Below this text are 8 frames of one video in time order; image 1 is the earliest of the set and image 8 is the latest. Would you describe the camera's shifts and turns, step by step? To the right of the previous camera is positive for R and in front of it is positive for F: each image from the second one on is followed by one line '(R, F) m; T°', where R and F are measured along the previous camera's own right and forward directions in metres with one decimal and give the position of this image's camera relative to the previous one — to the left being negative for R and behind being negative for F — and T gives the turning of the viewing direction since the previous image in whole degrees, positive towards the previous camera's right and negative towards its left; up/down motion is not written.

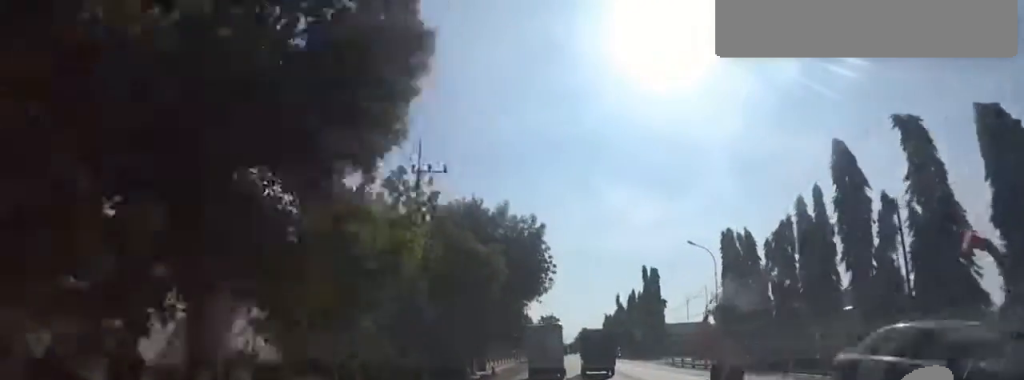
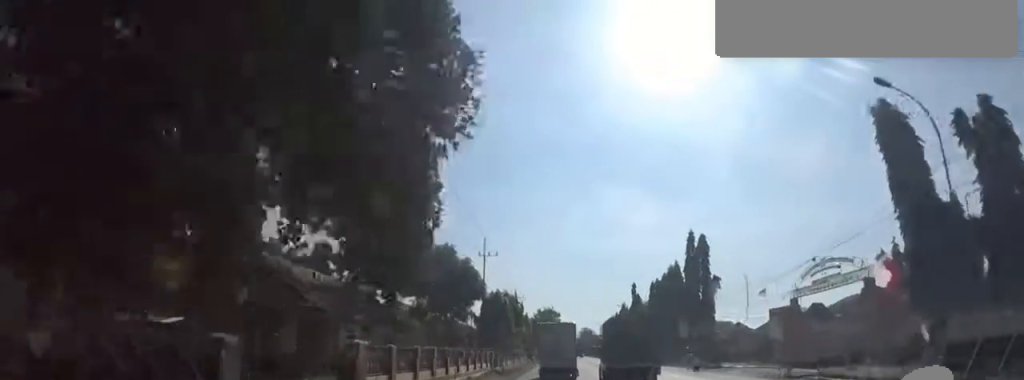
(0.0, +23.0) m; 0°
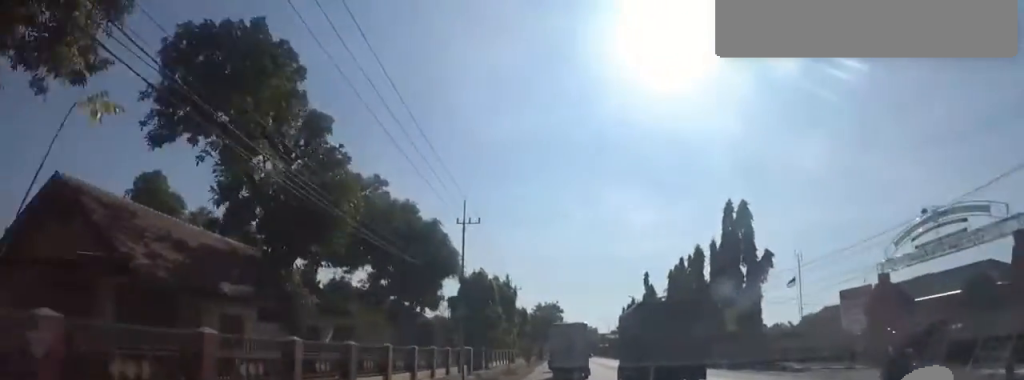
(0.0, +11.4) m; 0°
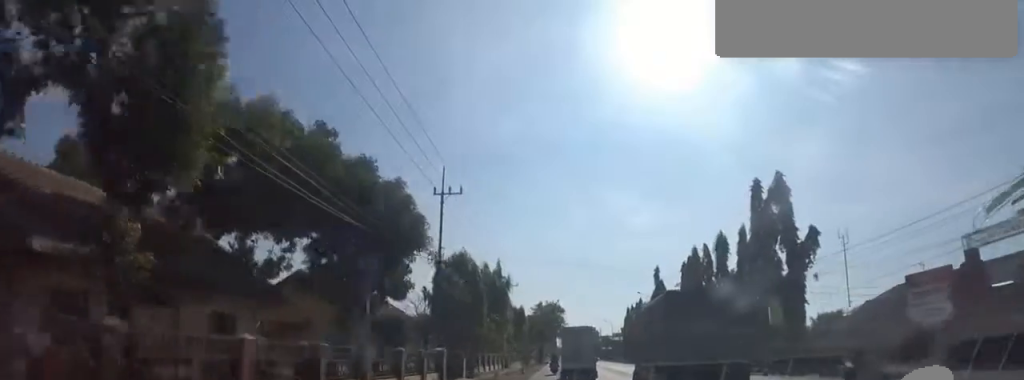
(0.0, +7.2) m; +1°
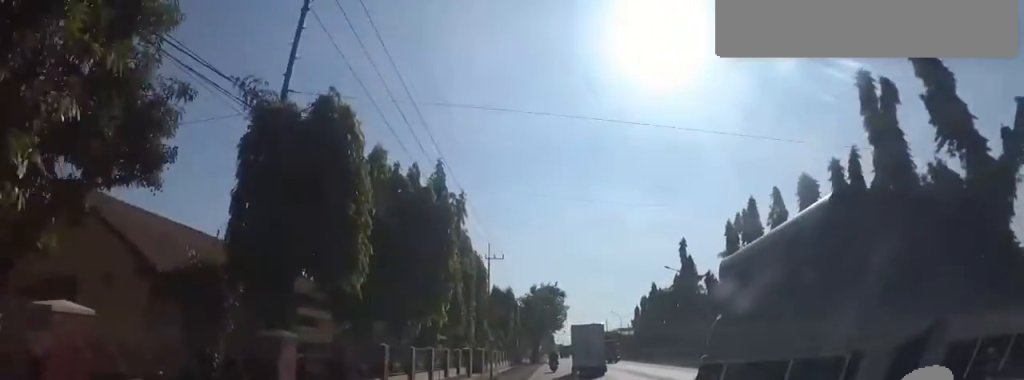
(+0.4, +17.4) m; +2°
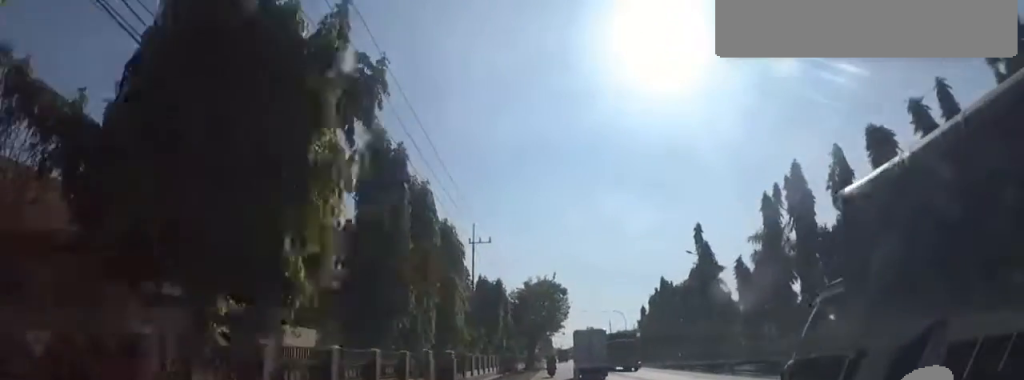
(+0.1, +8.7) m; +1°
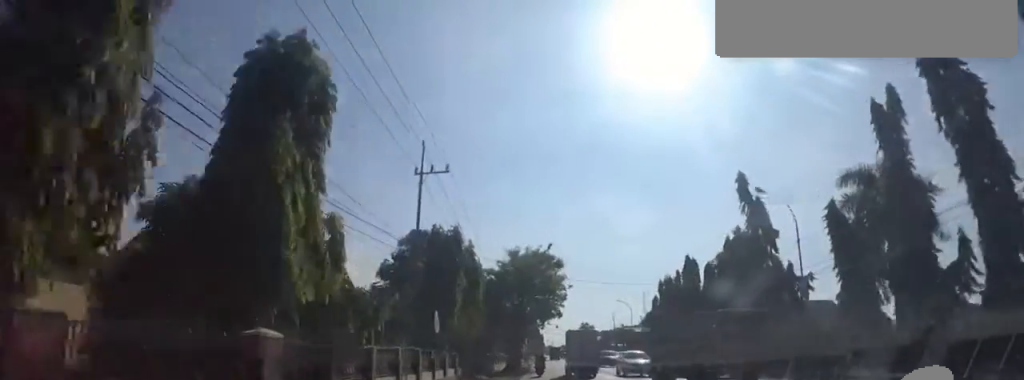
(0.0, +14.9) m; -1°
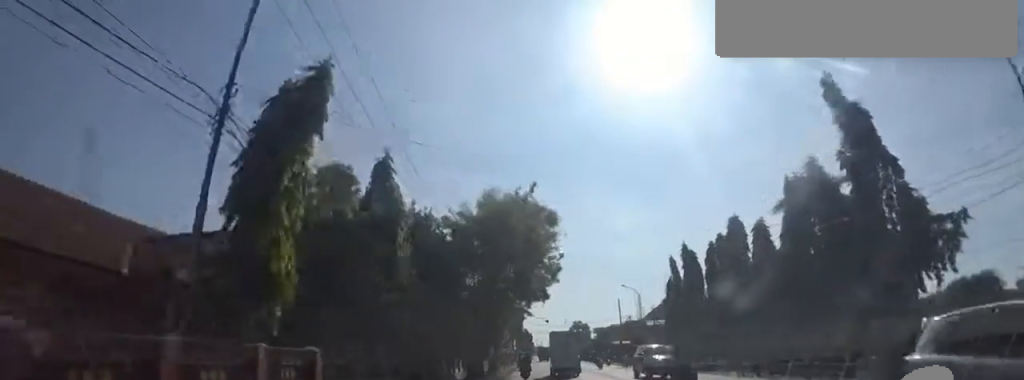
(-0.1, +14.9) m; -2°
